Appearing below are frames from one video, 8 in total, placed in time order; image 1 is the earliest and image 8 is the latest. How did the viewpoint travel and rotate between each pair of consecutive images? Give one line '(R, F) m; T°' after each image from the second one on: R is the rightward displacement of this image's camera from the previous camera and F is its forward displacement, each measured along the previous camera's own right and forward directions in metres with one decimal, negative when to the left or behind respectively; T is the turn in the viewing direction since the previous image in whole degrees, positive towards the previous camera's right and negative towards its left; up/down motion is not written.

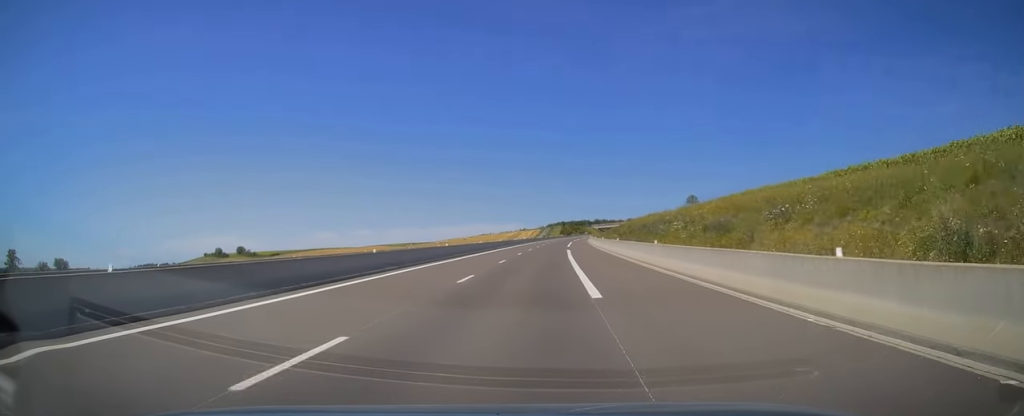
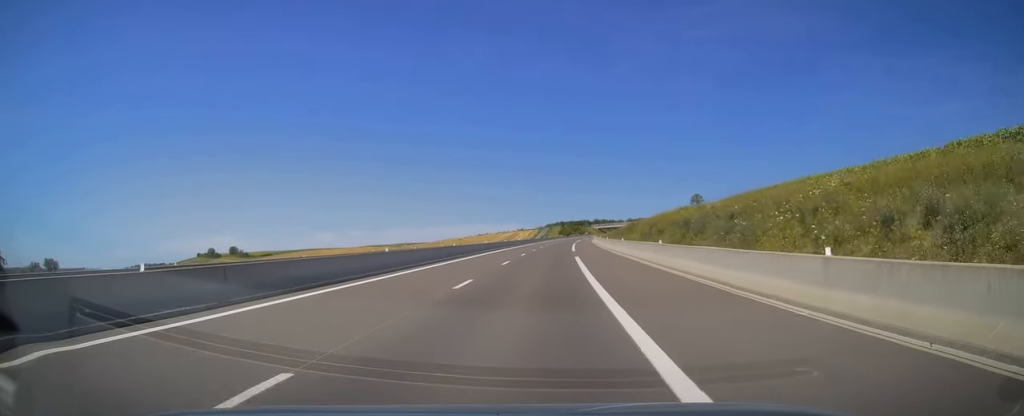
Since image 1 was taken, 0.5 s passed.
(0.0, +15.1) m; 0°
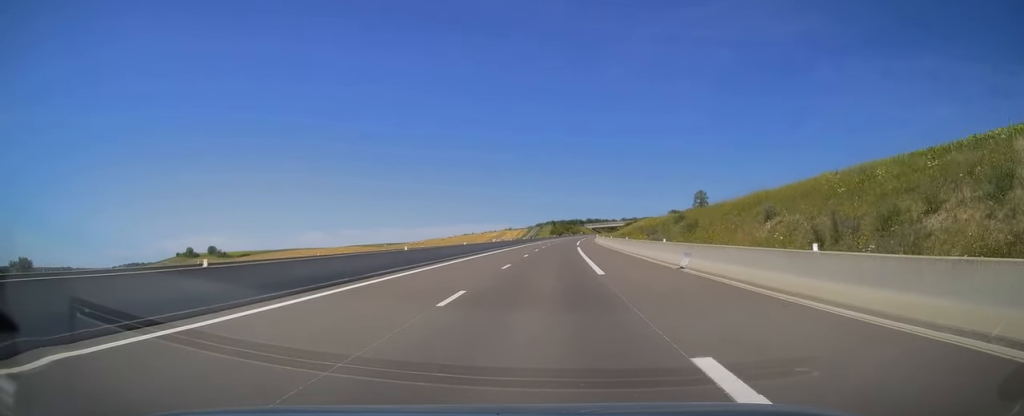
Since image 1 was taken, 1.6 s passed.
(+0.3, +30.2) m; +1°
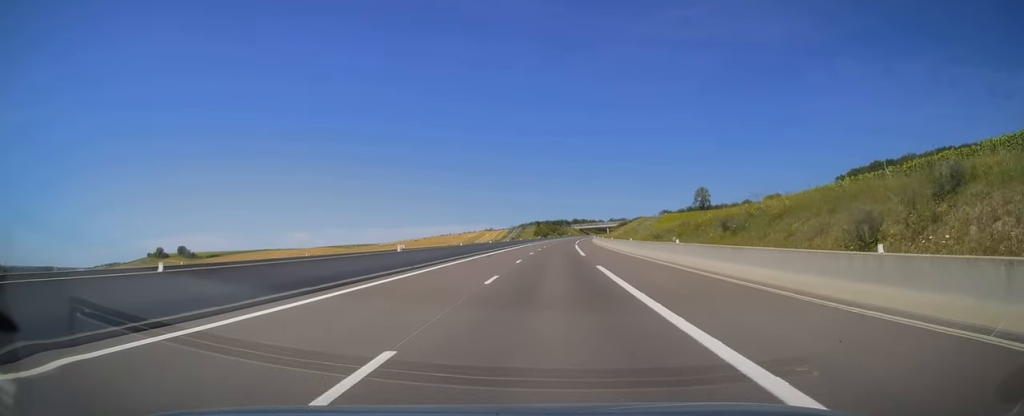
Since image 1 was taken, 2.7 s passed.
(+0.2, +33.7) m; +1°
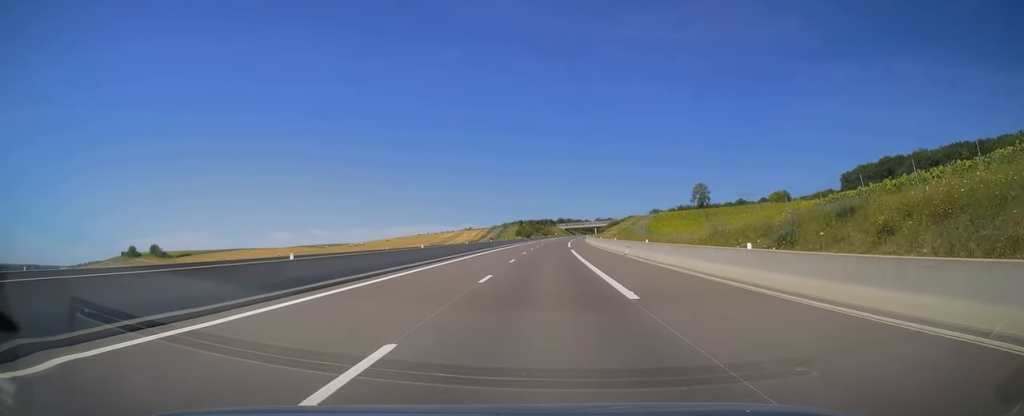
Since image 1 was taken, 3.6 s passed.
(+0.1, +25.9) m; +1°
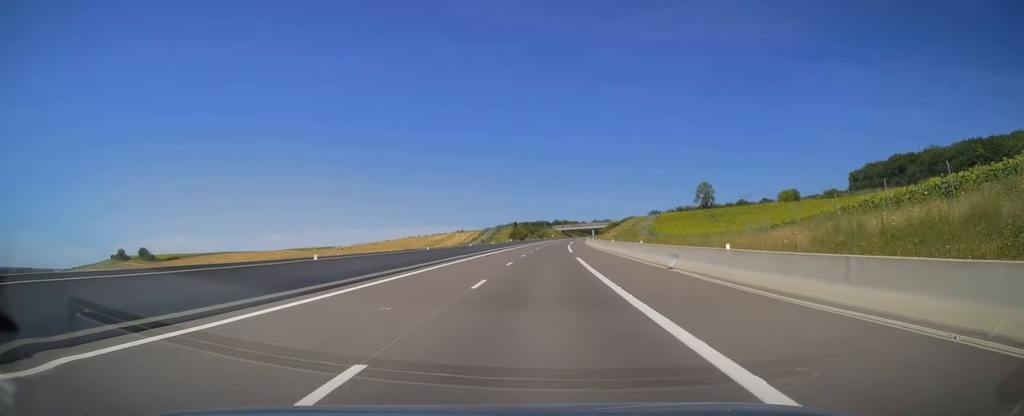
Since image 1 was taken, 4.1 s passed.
(+0.3, +14.1) m; +1°
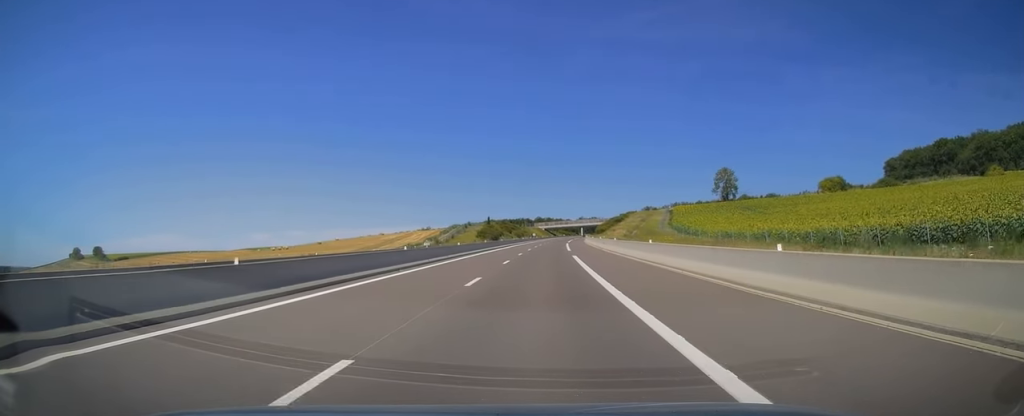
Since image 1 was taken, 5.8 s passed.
(+0.7, +51.8) m; +2°
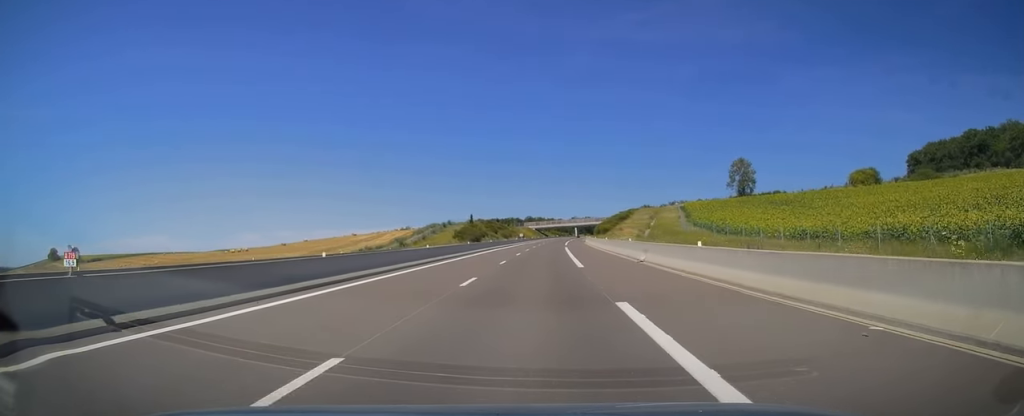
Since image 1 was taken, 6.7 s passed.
(+0.3, +25.8) m; +1°
